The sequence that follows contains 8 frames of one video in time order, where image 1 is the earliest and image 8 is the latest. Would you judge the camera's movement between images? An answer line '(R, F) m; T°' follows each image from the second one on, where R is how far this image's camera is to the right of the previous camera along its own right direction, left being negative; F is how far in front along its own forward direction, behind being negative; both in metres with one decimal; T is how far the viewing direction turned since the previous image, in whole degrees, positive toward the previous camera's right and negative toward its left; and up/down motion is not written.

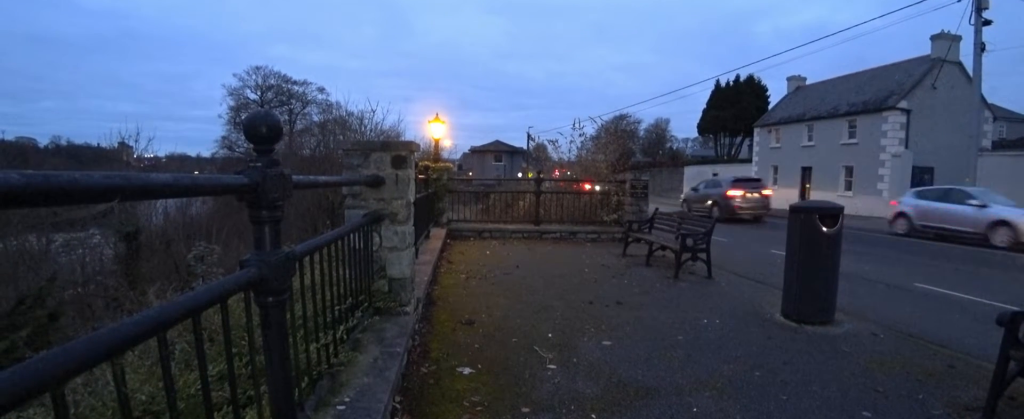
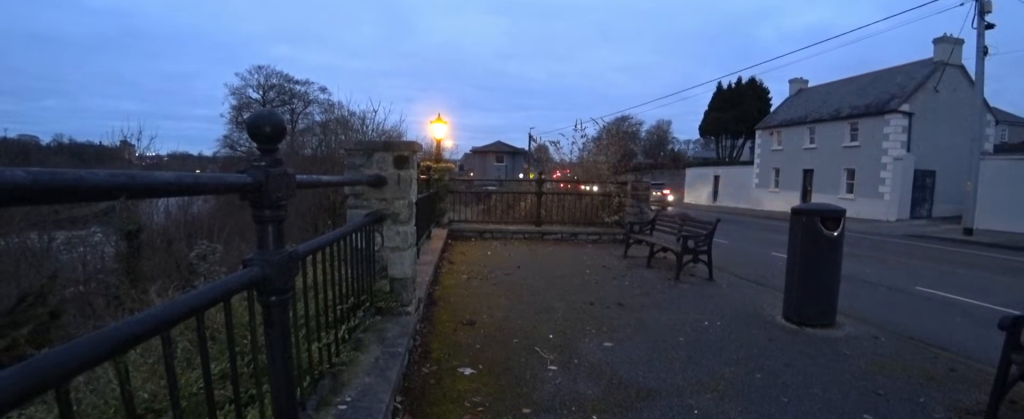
(0.0, 0.0) m; 0°
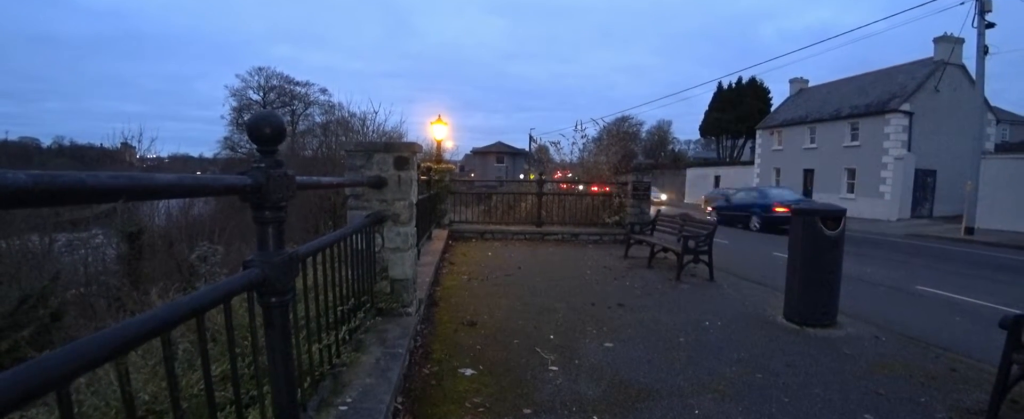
(0.0, 0.0) m; 0°
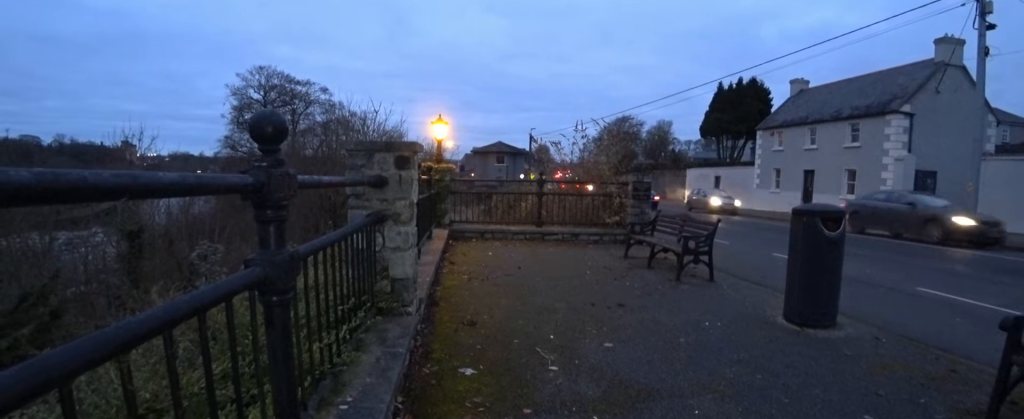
(0.0, 0.0) m; 0°
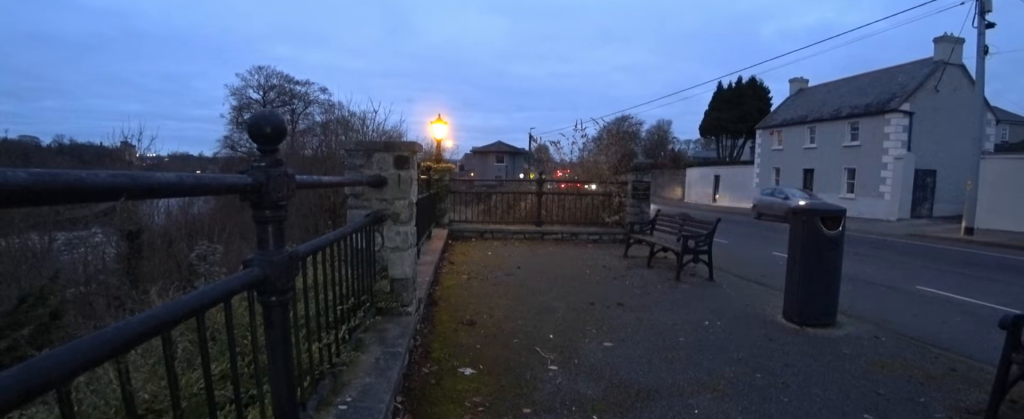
(0.0, 0.0) m; 0°
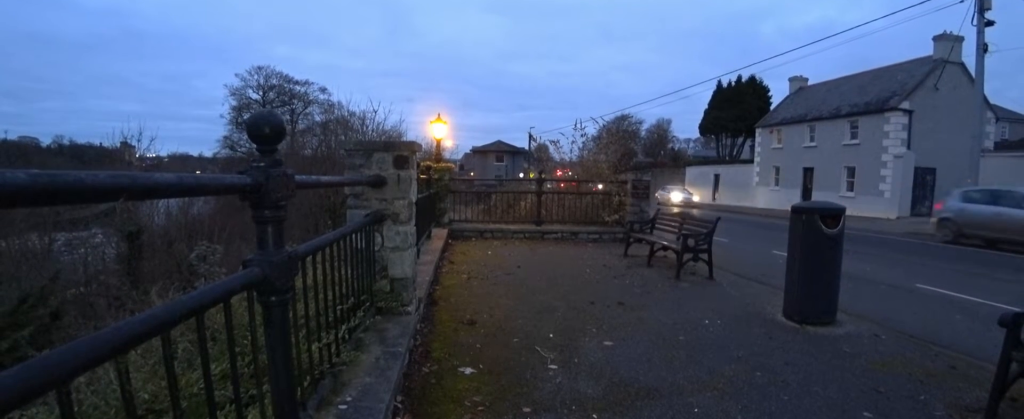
(0.0, 0.0) m; 0°
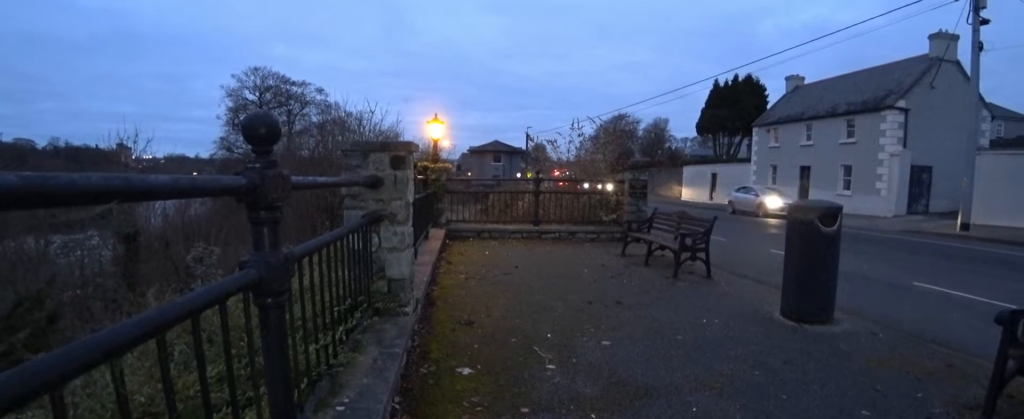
(0.0, 0.0) m; 0°
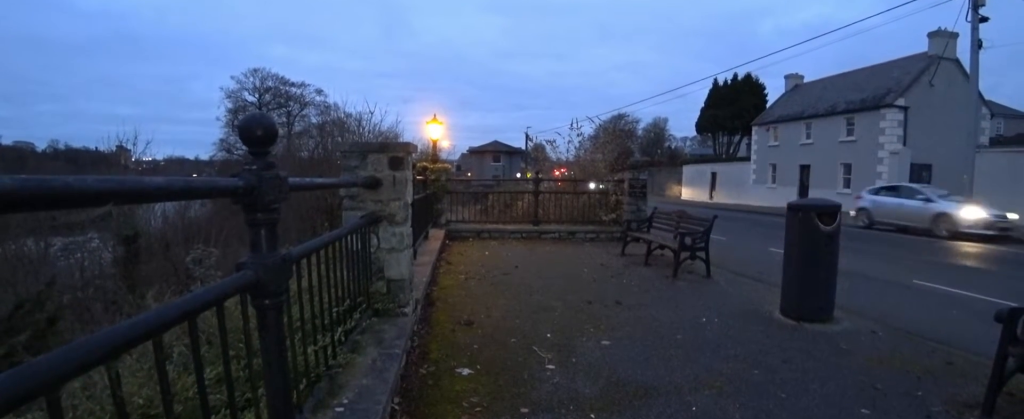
(0.0, 0.0) m; 0°
